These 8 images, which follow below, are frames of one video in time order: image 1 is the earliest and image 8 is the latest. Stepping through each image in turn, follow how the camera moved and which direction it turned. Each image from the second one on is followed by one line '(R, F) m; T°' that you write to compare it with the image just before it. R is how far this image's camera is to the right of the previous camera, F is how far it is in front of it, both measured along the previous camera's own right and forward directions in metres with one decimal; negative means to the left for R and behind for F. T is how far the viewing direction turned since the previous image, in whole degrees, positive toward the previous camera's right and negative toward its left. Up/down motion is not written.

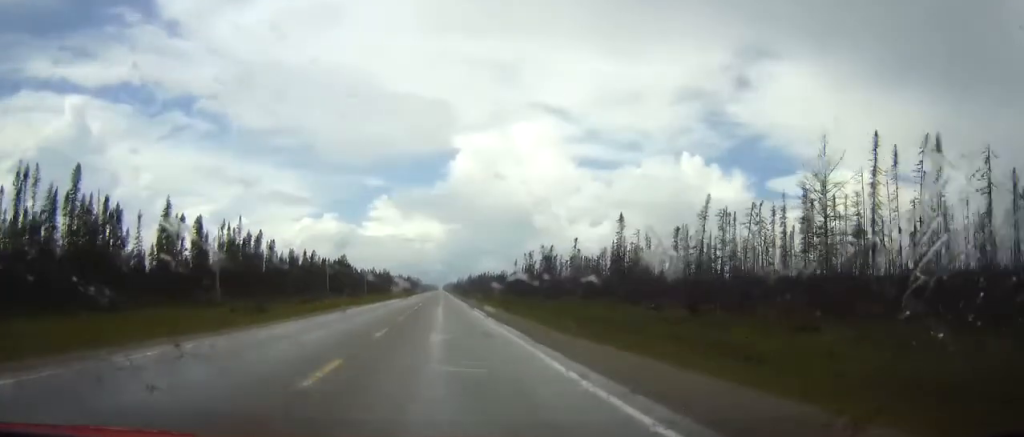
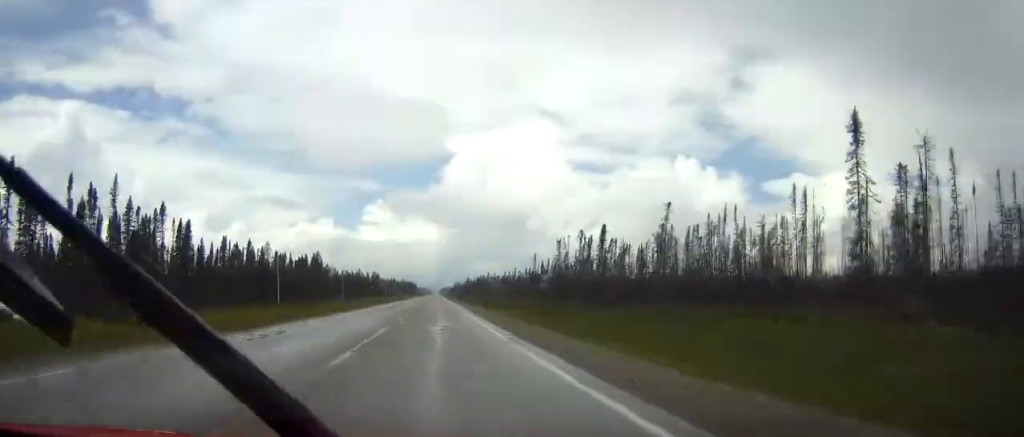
(-0.1, +51.1) m; 0°
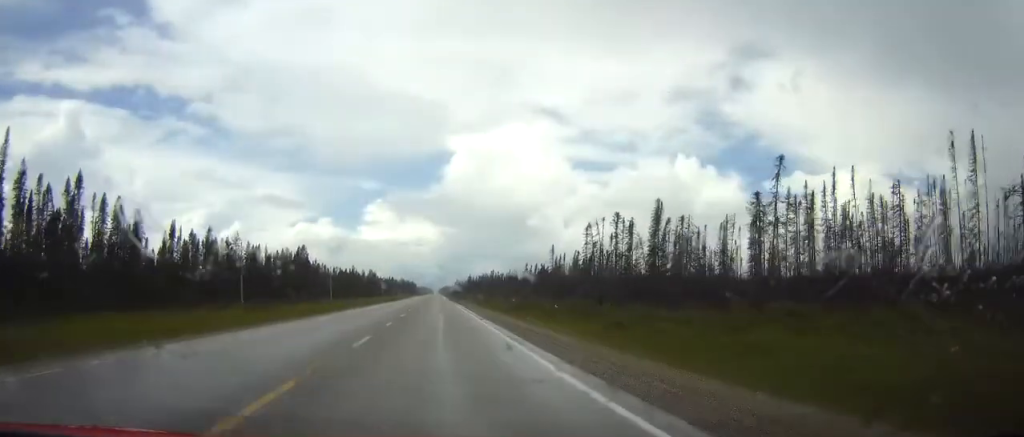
(+0.1, +24.5) m; 0°
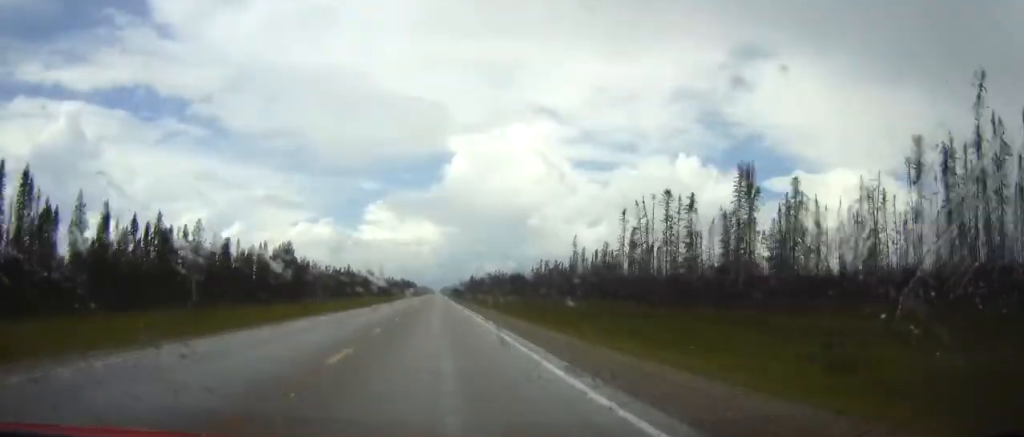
(0.0, +21.6) m; 0°
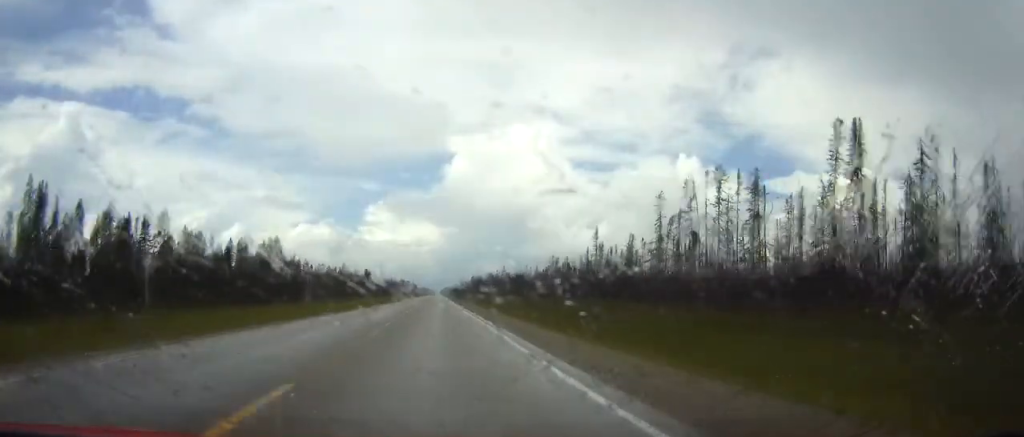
(0.0, +14.7) m; 0°
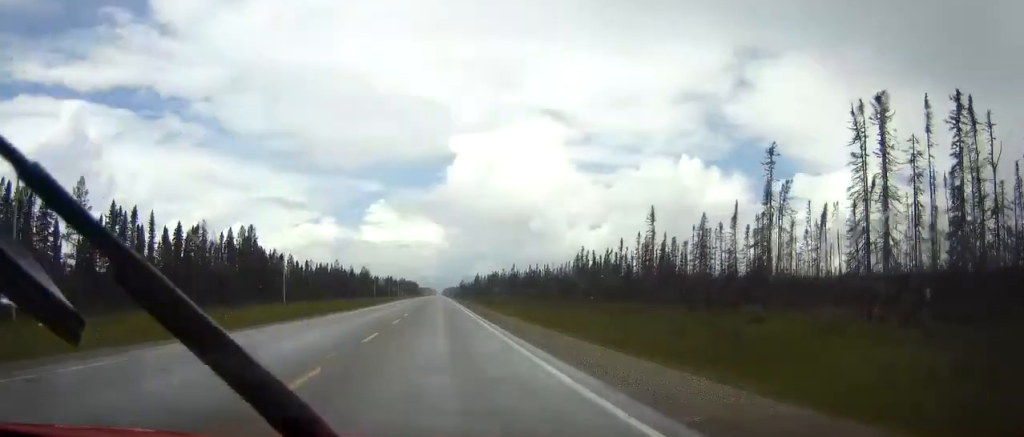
(-0.1, +25.5) m; 0°
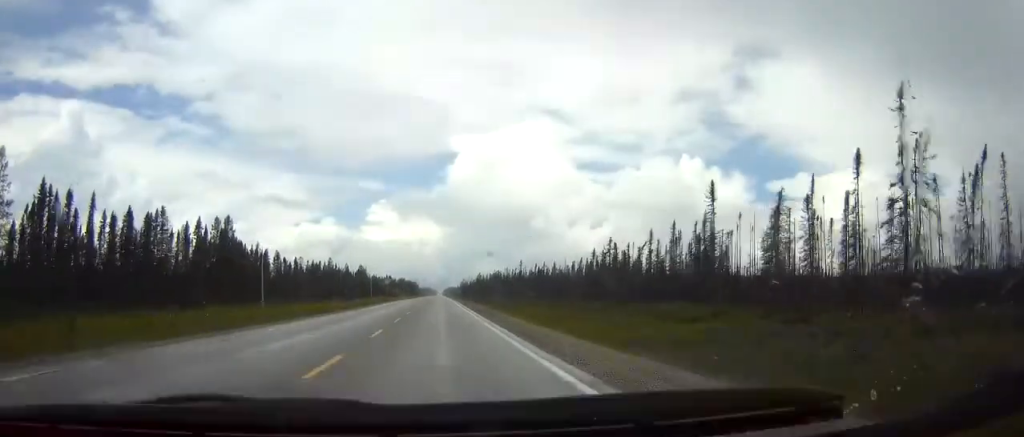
(0.0, +16.7) m; 0°
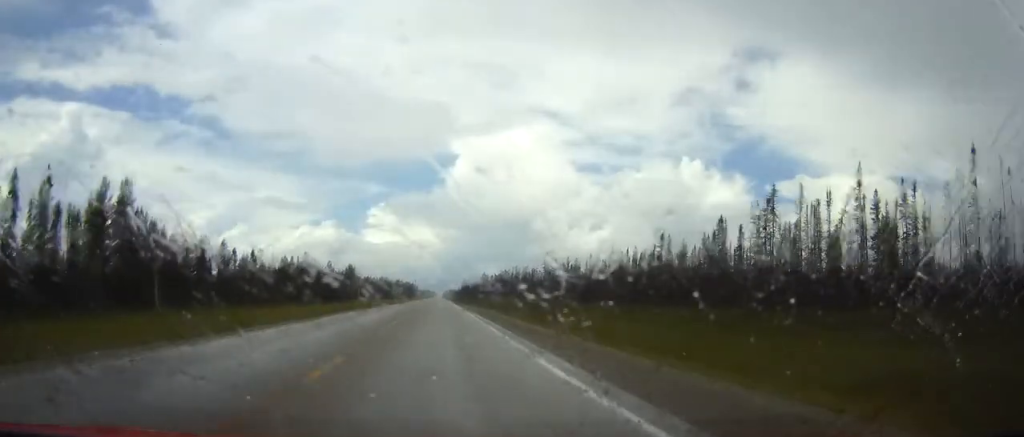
(0.0, +45.2) m; 0°
